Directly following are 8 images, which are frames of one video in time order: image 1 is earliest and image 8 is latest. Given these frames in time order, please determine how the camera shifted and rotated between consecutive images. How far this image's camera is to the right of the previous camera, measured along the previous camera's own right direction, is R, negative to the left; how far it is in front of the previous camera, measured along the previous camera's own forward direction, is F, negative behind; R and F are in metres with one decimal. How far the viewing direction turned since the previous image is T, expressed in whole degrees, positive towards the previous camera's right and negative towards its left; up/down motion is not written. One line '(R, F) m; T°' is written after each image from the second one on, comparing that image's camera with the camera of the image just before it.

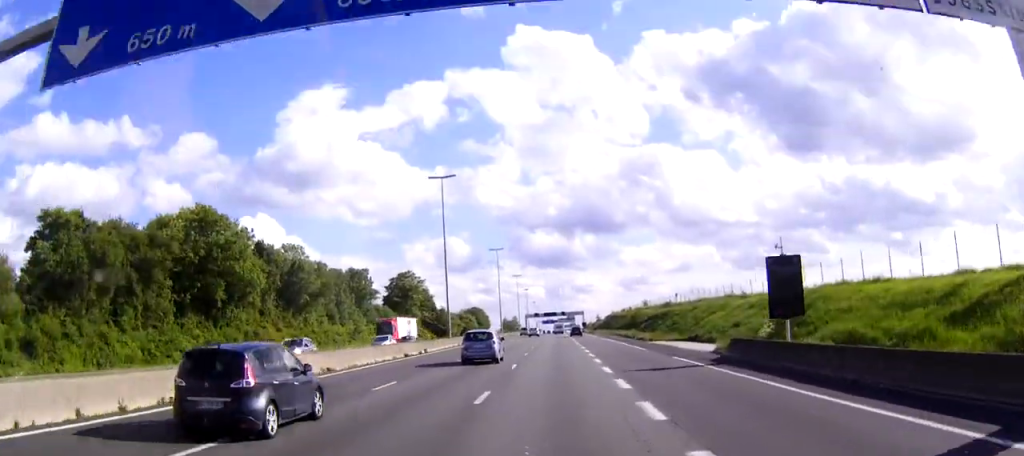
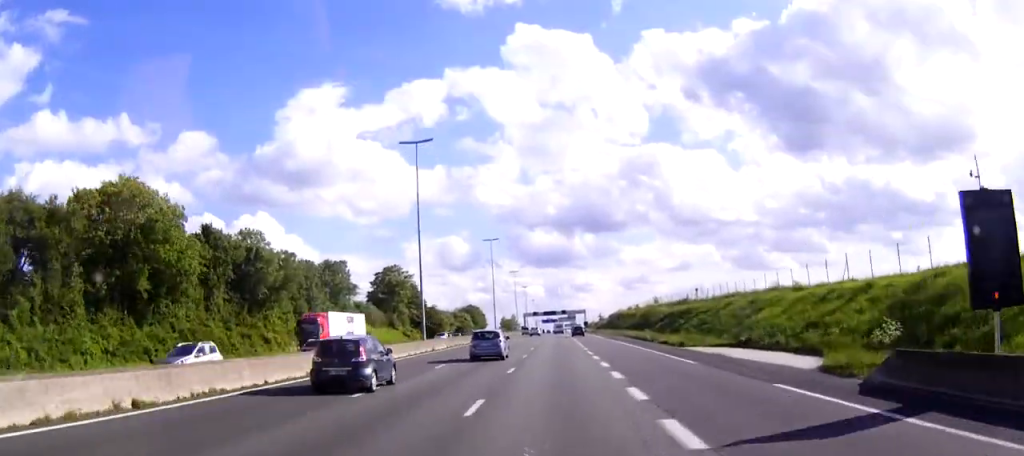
(0.0, +15.9) m; 0°
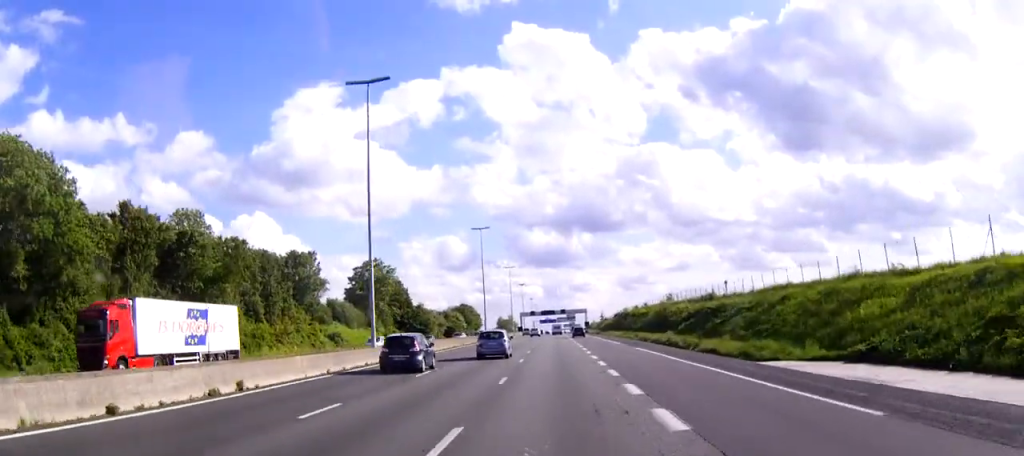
(0.0, +17.4) m; 0°
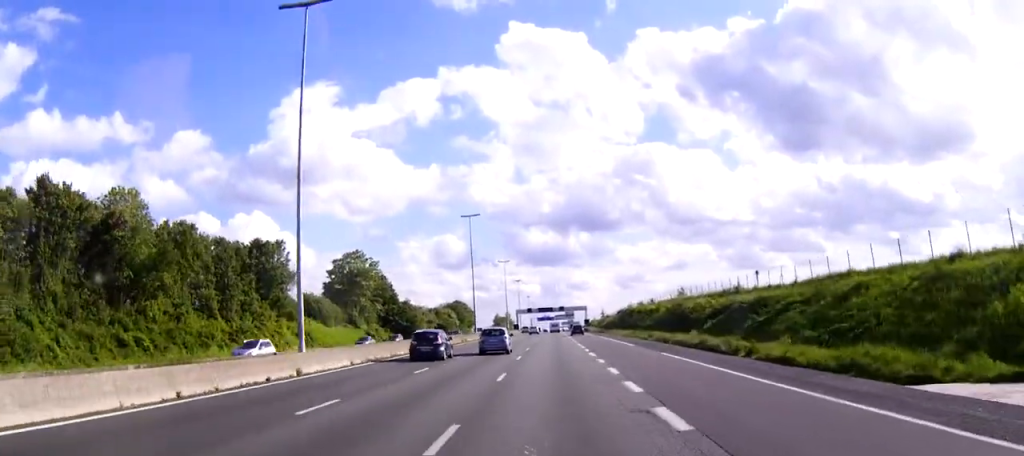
(0.0, +13.3) m; 0°
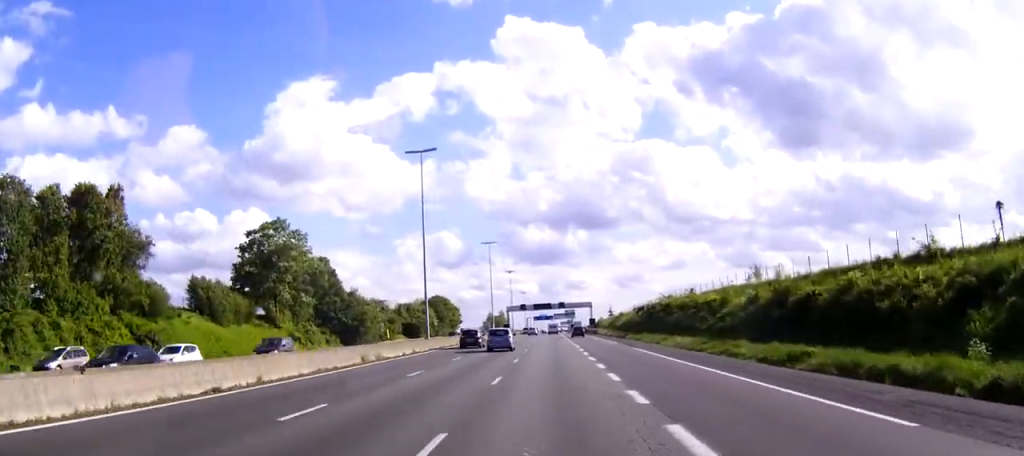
(+0.1, +40.4) m; 0°
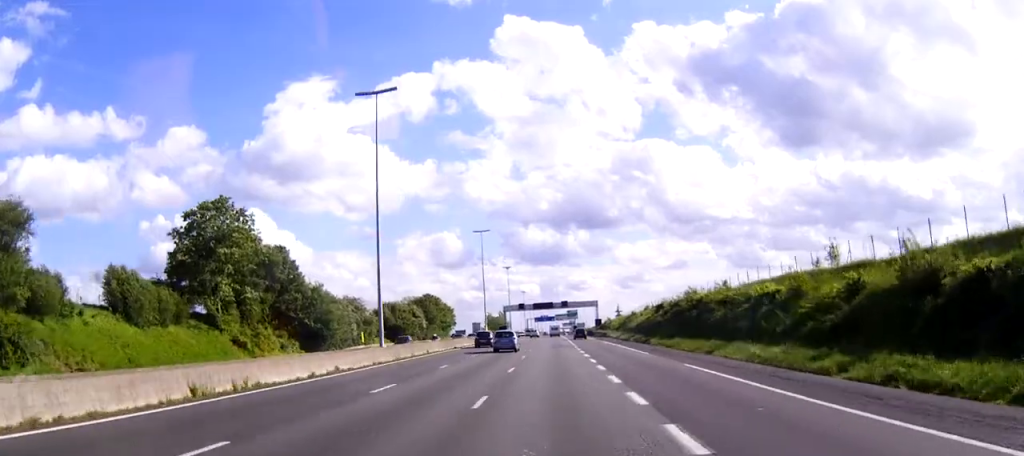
(0.0, +18.8) m; 0°
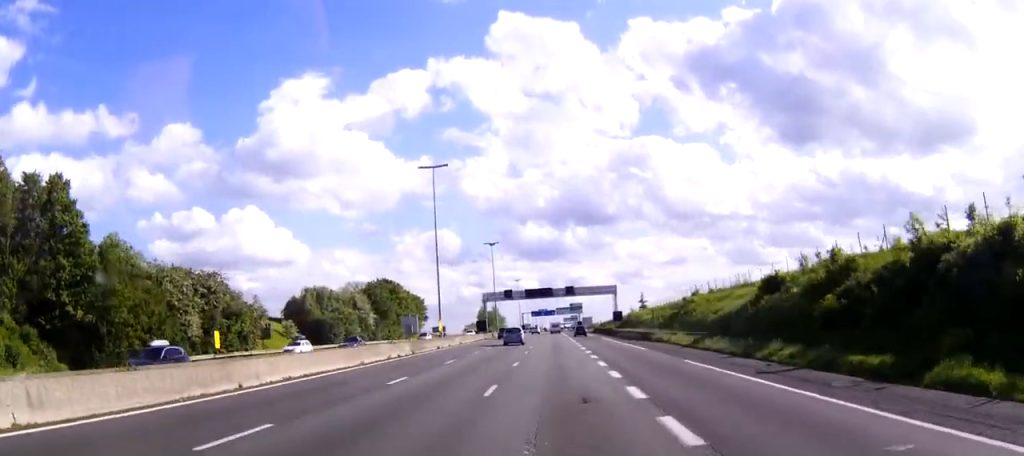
(+0.1, +50.5) m; 0°
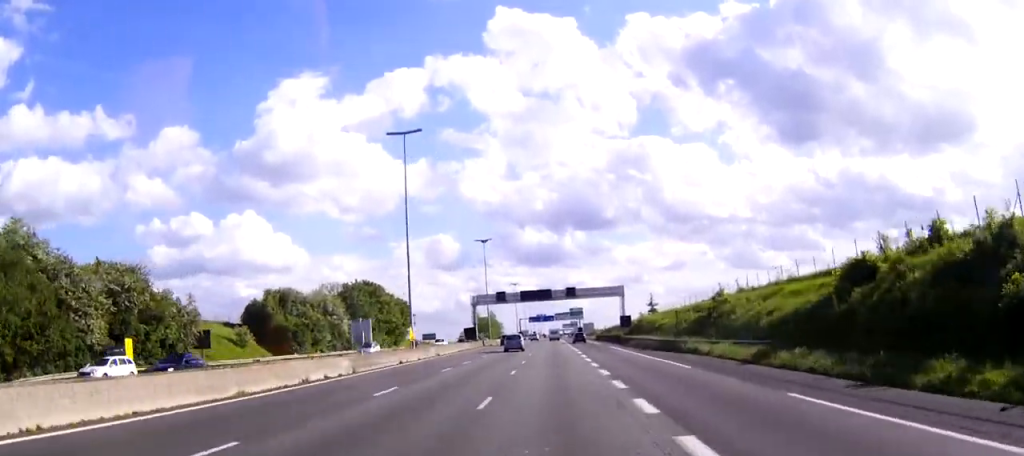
(0.0, +14.6) m; 0°
